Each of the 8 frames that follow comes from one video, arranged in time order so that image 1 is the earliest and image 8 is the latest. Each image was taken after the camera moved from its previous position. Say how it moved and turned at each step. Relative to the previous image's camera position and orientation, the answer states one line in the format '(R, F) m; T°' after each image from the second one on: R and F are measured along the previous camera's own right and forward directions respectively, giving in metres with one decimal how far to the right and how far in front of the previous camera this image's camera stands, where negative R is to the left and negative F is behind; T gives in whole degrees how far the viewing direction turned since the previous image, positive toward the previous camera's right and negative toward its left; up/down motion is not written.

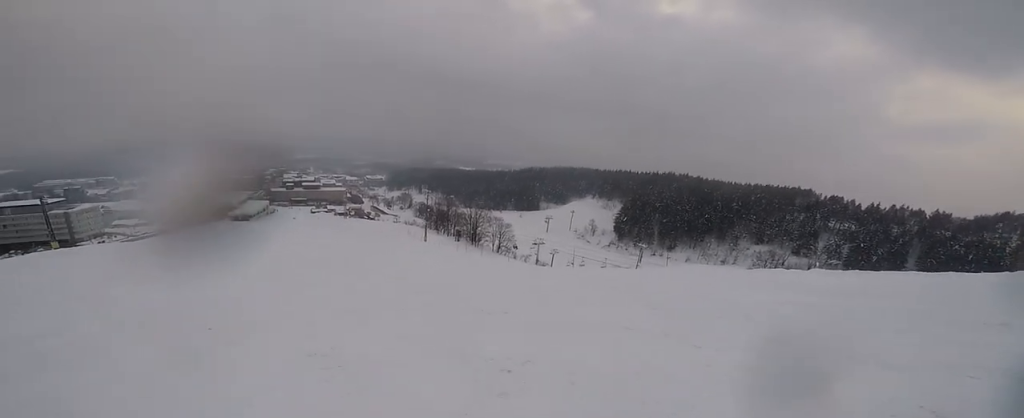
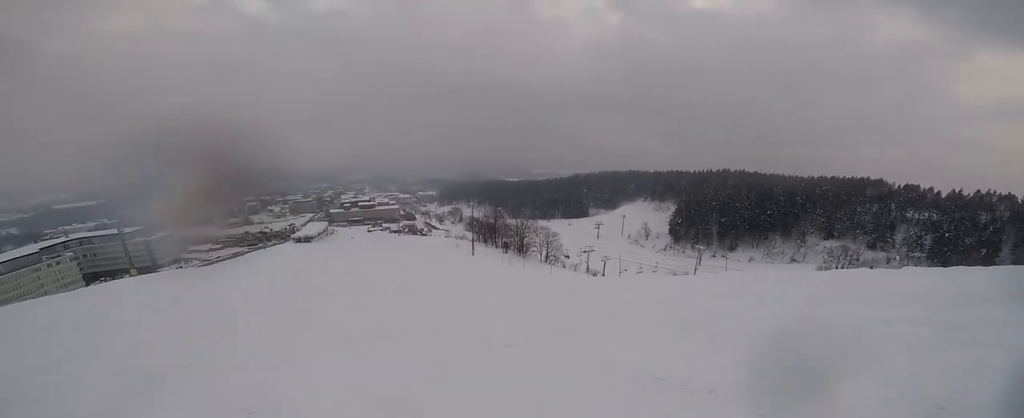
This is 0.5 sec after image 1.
(-0.2, +2.2) m; -14°
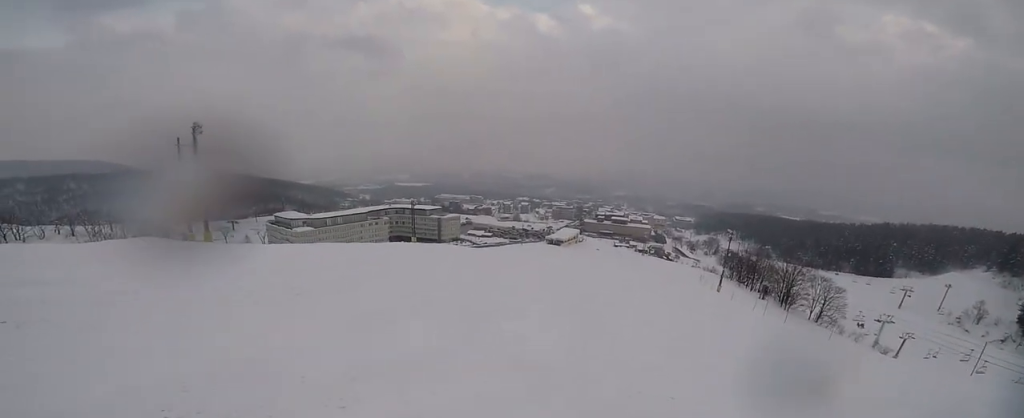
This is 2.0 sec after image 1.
(-2.6, +6.0) m; -54°
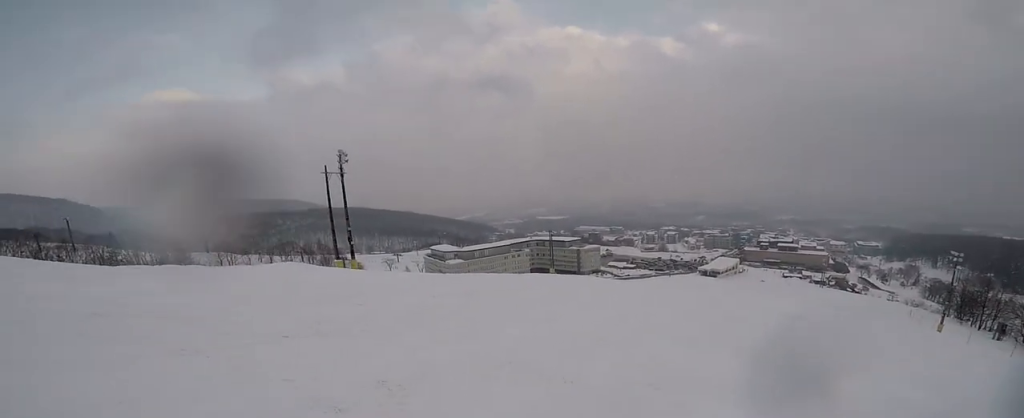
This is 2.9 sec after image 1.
(-1.3, +4.6) m; -15°
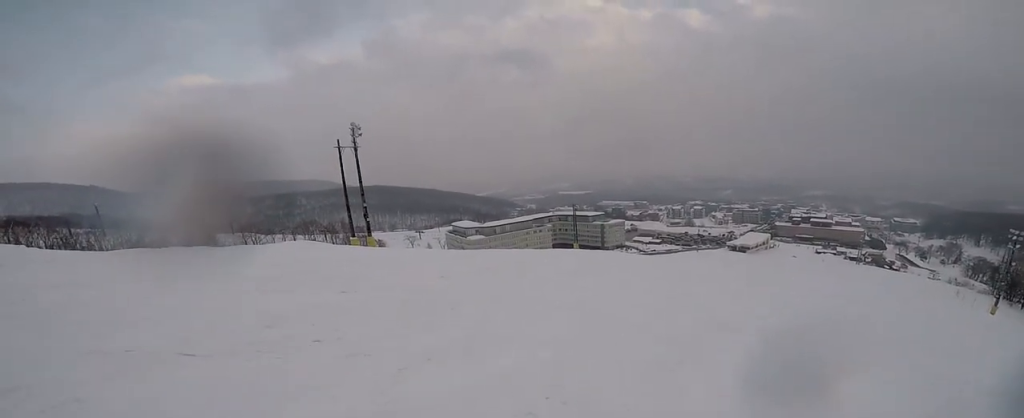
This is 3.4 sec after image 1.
(-0.1, +2.2) m; -8°
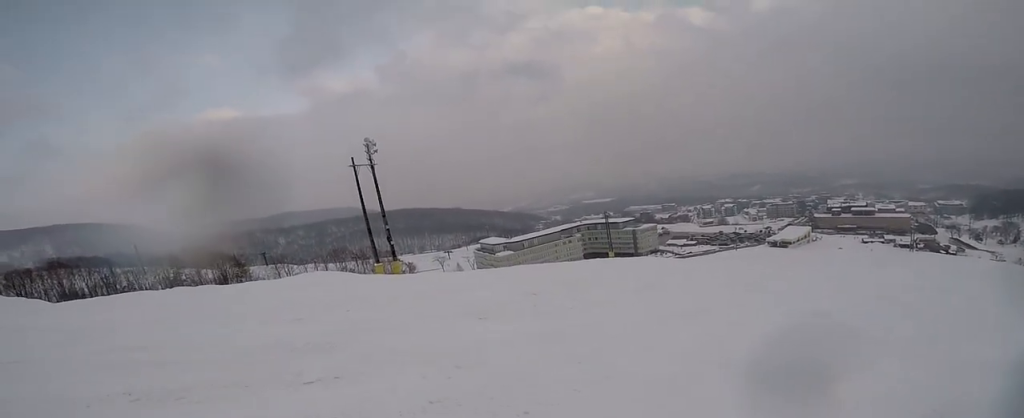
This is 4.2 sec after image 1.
(+0.1, +4.1) m; -13°
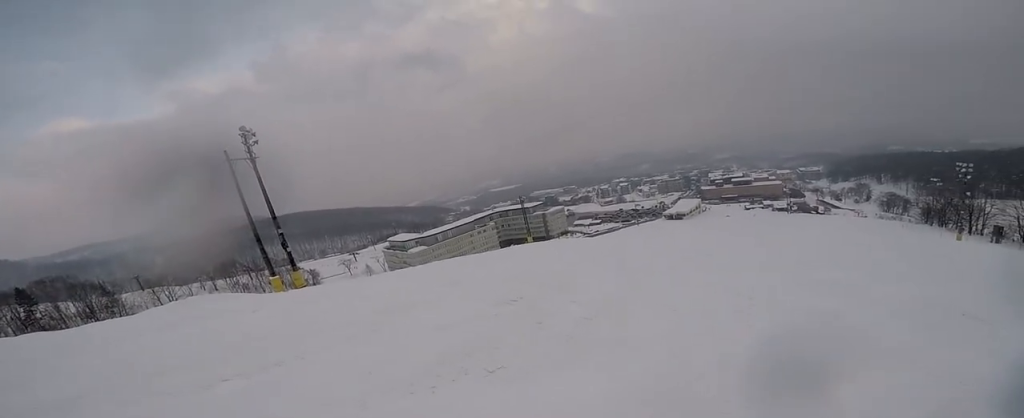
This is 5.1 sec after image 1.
(-1.4, +4.2) m; +1°
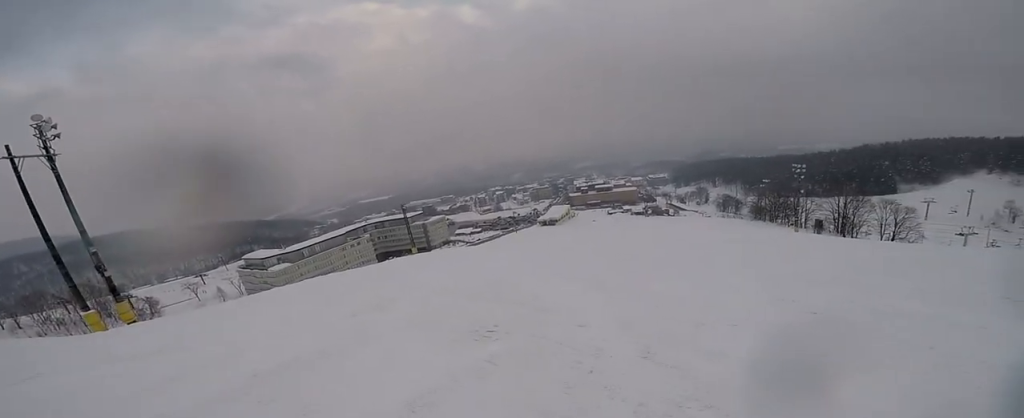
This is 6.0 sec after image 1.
(+1.4, +4.4) m; +16°
